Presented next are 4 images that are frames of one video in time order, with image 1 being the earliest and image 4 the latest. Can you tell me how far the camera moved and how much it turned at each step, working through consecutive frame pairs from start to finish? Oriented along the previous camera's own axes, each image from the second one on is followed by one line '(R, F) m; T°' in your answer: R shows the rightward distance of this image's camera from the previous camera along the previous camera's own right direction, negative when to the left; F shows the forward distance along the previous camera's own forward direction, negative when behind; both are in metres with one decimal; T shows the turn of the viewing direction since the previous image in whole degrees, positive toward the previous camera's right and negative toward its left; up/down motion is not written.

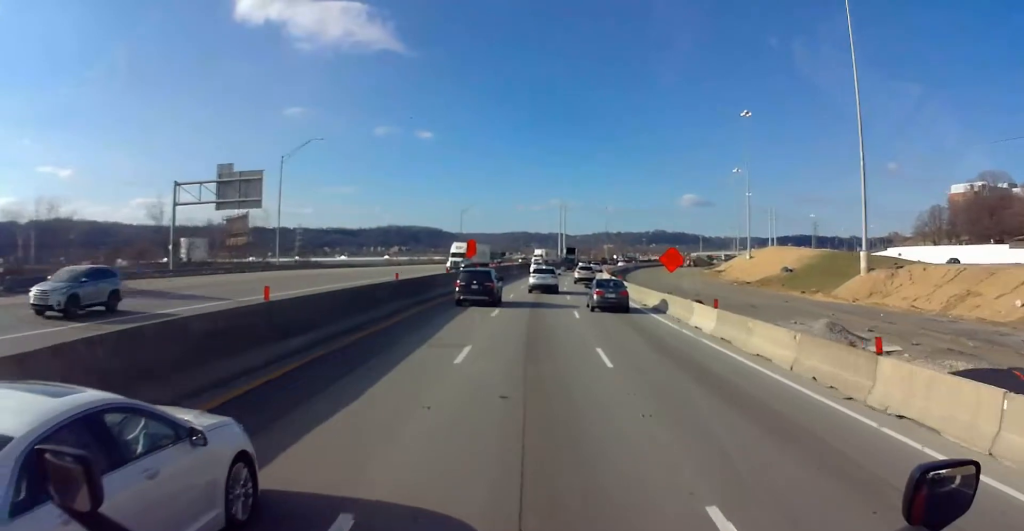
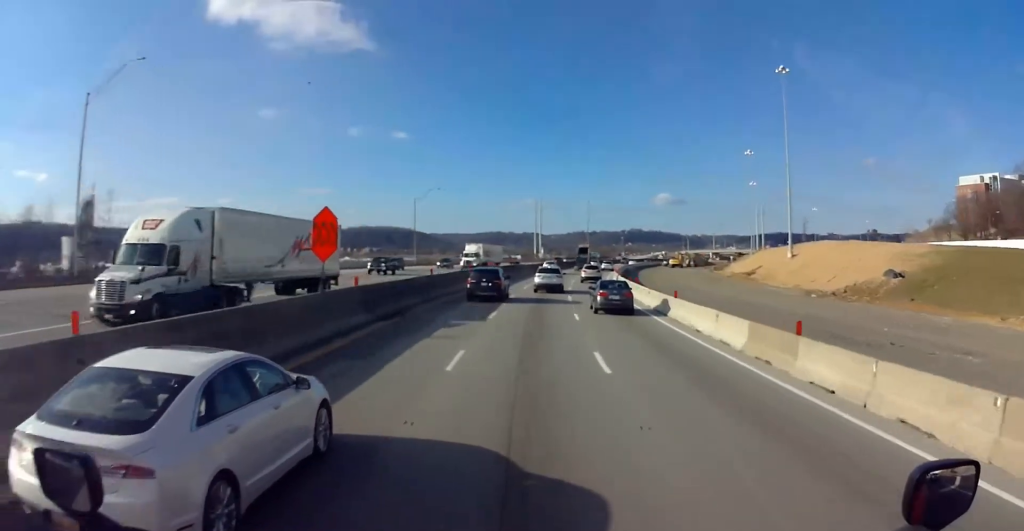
(+0.4, +36.6) m; +2°
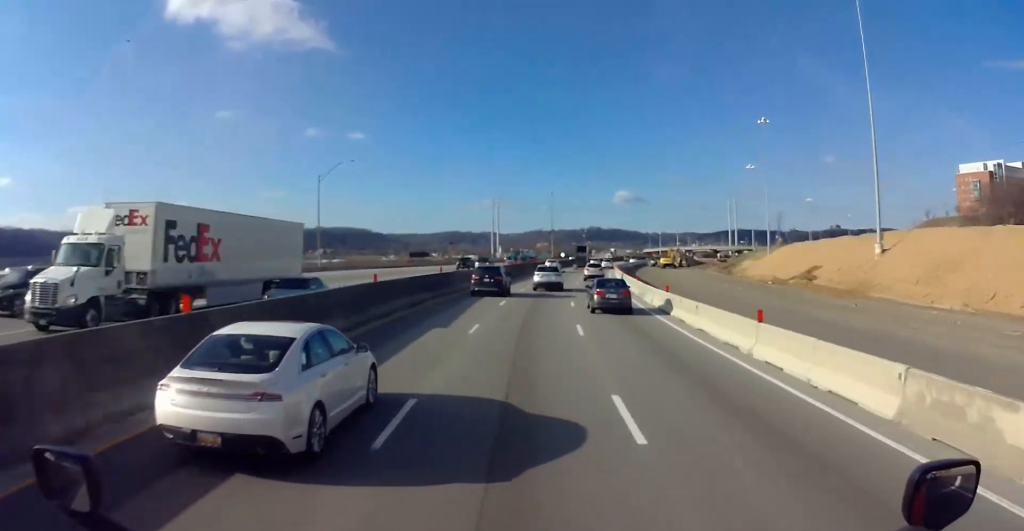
(+1.0, +40.7) m; +2°
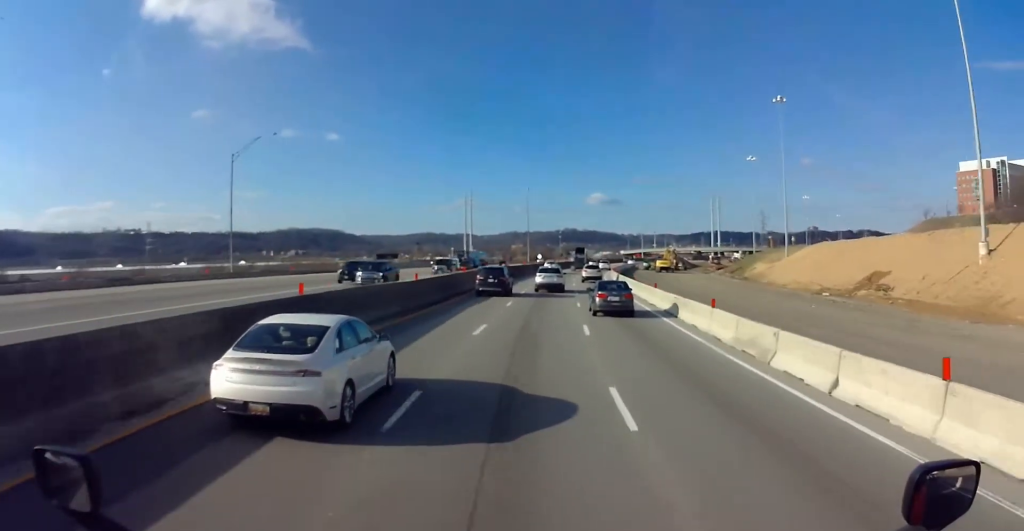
(0.0, +22.8) m; +1°
